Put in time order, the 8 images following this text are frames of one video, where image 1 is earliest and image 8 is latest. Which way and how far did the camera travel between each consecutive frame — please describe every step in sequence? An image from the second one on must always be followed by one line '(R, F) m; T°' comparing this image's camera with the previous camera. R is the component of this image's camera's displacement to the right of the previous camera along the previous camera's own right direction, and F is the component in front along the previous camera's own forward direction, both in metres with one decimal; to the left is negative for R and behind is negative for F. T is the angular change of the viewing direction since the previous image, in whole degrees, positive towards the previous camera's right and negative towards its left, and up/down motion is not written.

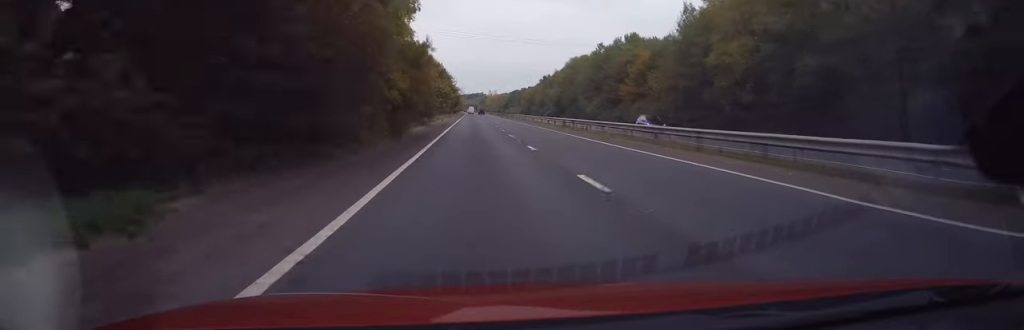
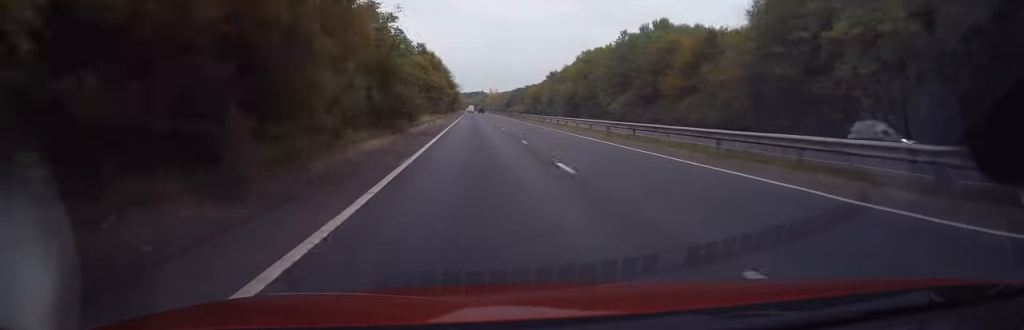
(-0.2, +16.0) m; 0°
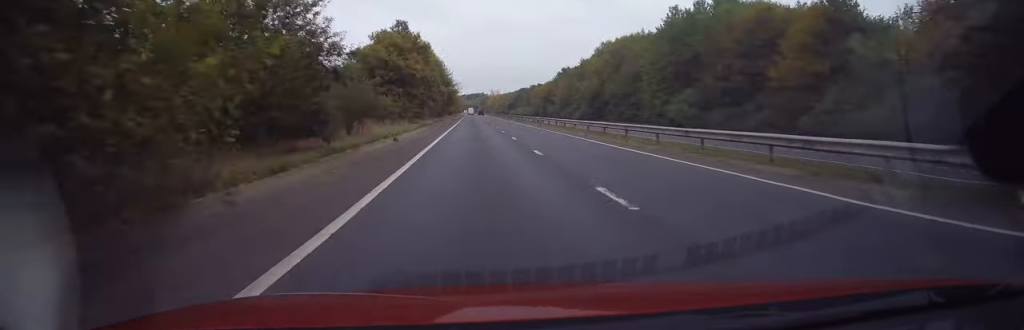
(+0.5, +22.4) m; +1°
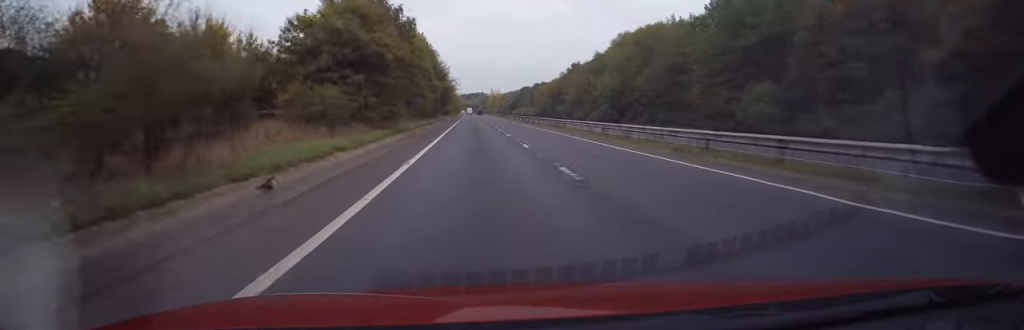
(-0.1, +15.0) m; -1°
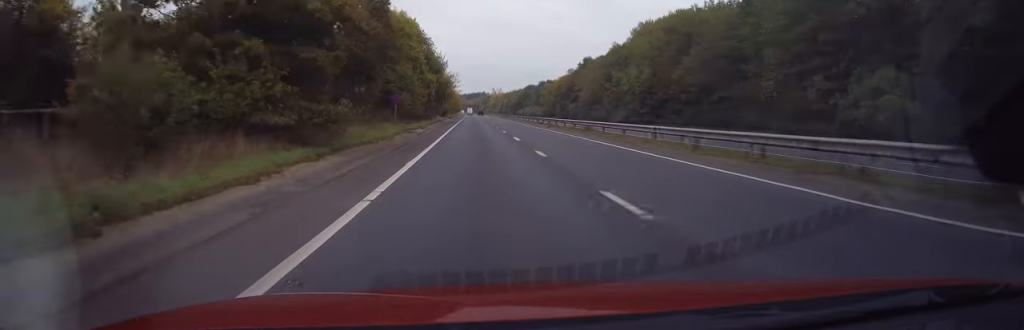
(0.0, +13.4) m; 0°
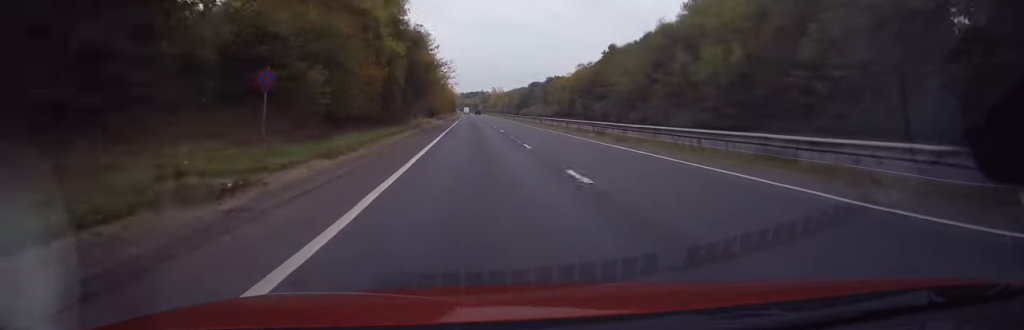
(-0.2, +24.3) m; 0°
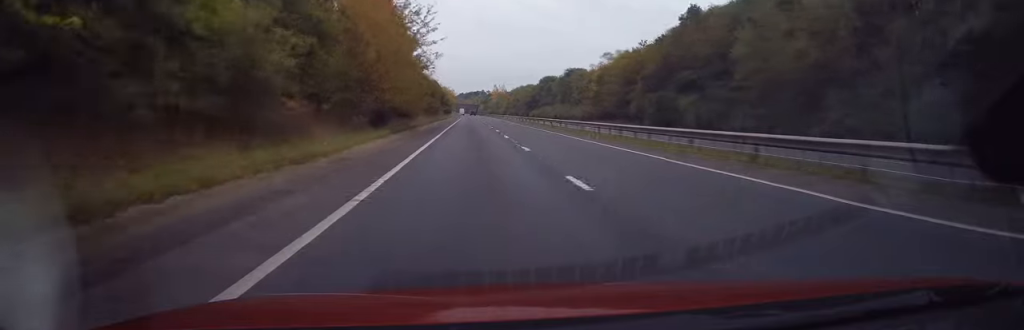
(-0.1, +38.0) m; 0°
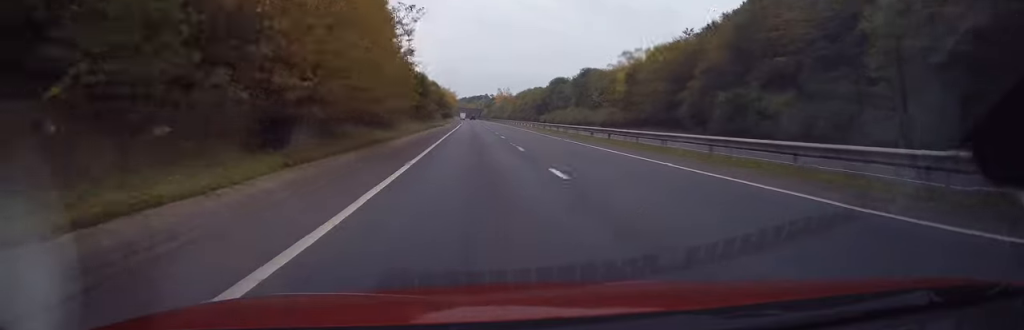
(0.0, +16.2) m; 0°
